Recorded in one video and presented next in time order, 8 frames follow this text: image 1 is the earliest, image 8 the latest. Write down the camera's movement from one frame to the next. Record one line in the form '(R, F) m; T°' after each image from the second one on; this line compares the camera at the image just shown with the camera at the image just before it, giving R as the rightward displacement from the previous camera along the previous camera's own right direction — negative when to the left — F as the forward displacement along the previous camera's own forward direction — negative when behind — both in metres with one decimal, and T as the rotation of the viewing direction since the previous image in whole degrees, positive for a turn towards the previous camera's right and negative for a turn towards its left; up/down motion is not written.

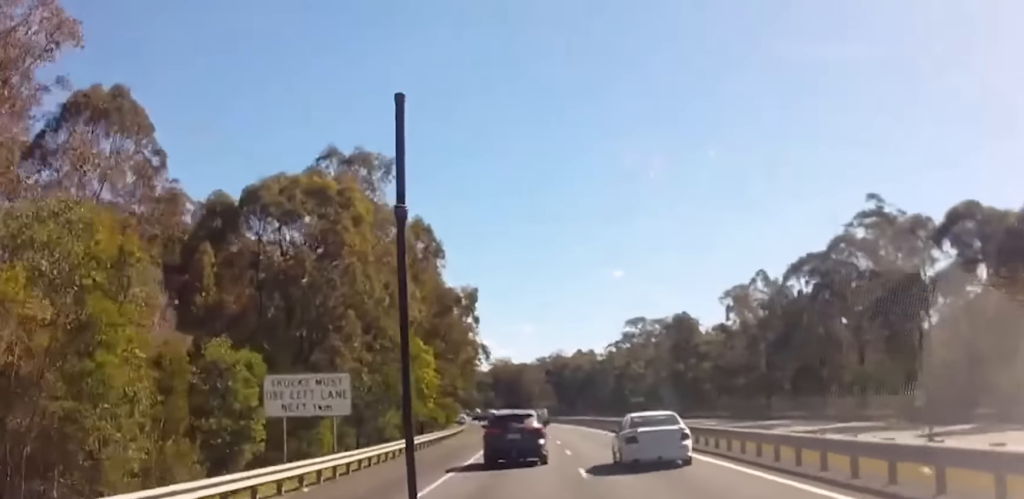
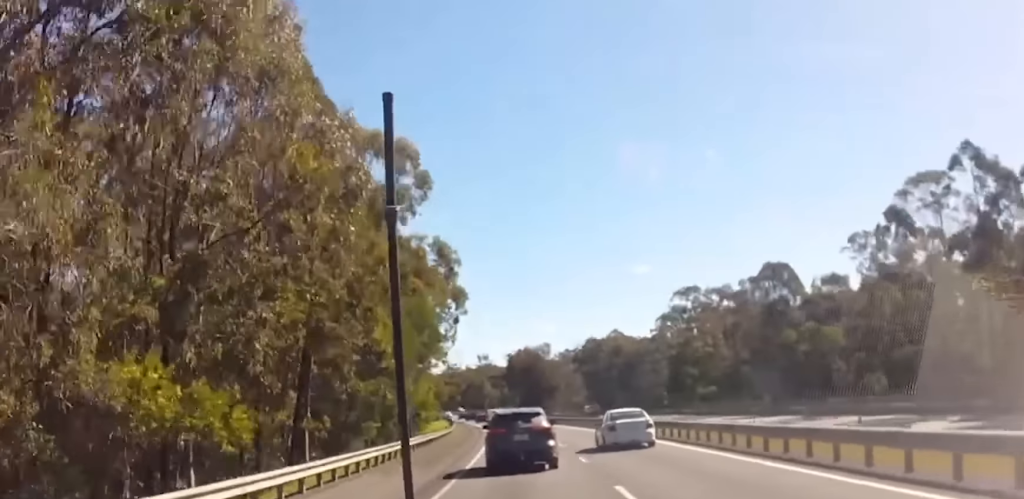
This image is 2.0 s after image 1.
(+0.1, +57.3) m; 0°
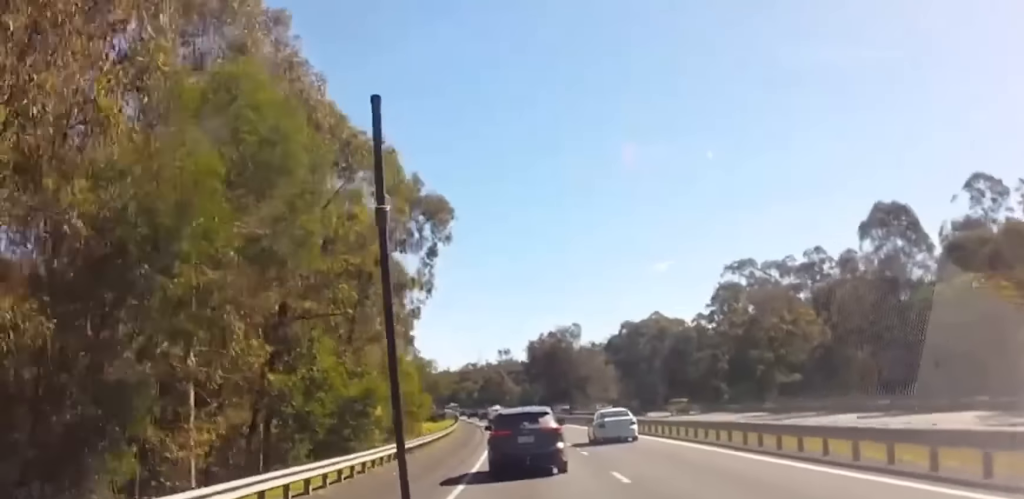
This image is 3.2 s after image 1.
(0.0, +33.3) m; -1°
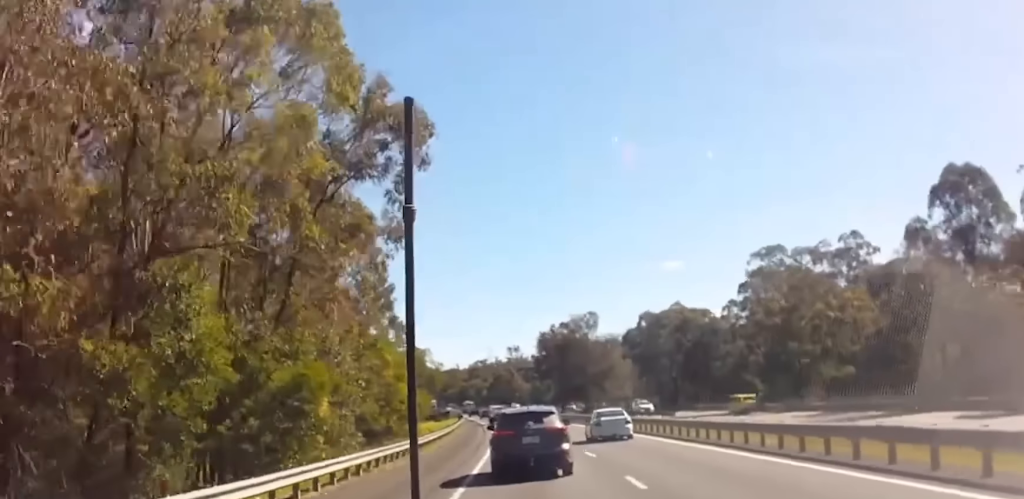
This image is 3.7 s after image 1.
(0.0, +14.3) m; -1°
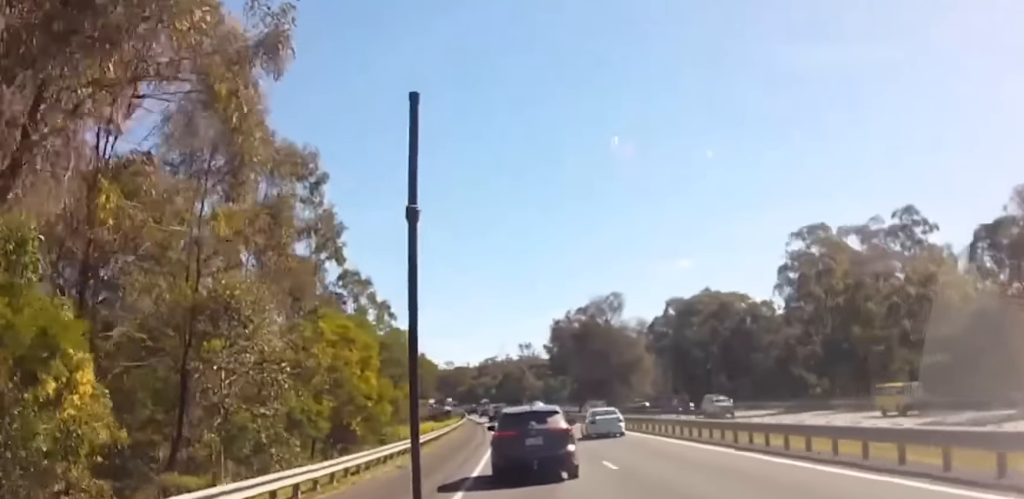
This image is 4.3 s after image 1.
(-0.1, +18.8) m; -1°
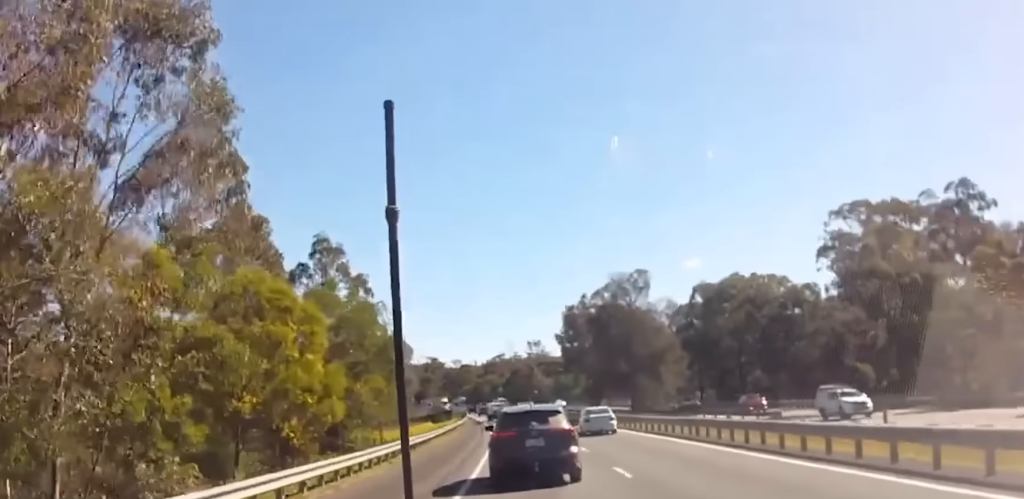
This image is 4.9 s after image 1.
(-0.2, +16.0) m; 0°
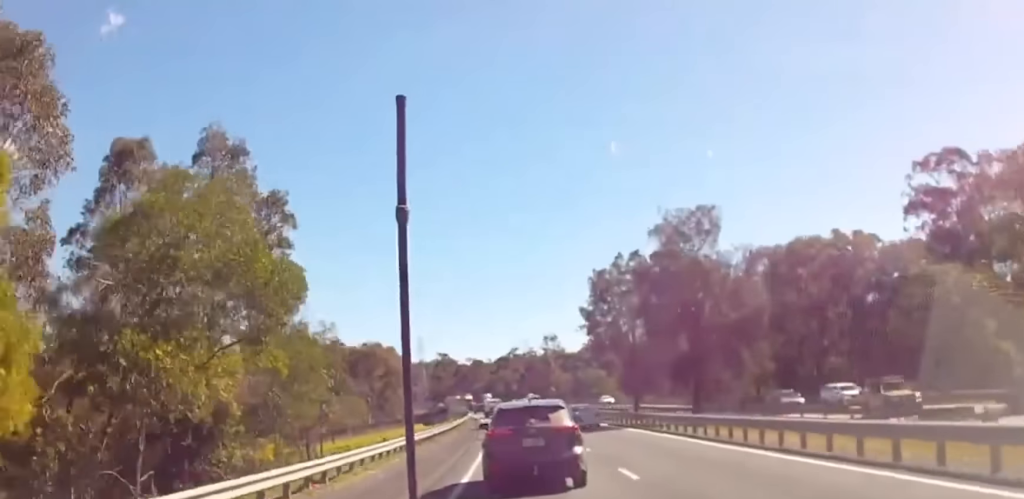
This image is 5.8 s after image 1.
(-0.3, +26.2) m; 0°
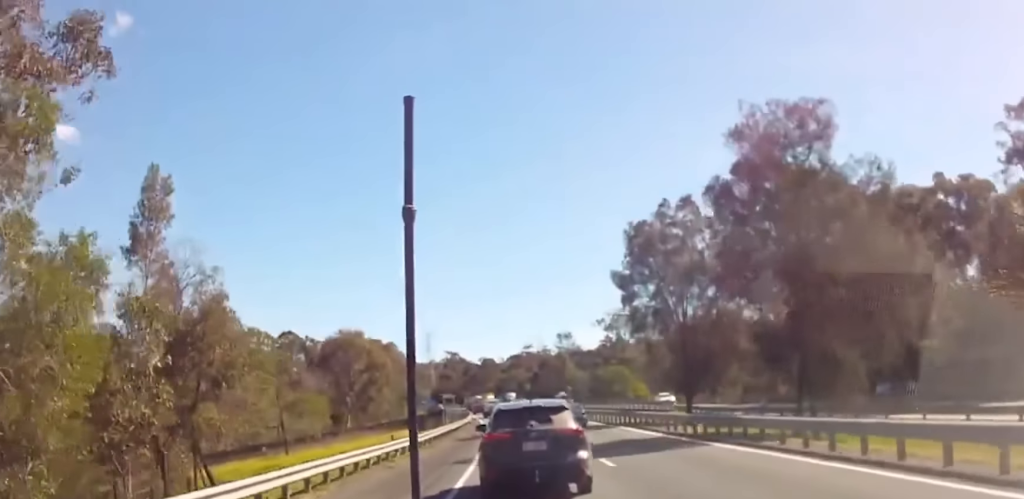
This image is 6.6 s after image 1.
(+0.4, +21.3) m; 0°
